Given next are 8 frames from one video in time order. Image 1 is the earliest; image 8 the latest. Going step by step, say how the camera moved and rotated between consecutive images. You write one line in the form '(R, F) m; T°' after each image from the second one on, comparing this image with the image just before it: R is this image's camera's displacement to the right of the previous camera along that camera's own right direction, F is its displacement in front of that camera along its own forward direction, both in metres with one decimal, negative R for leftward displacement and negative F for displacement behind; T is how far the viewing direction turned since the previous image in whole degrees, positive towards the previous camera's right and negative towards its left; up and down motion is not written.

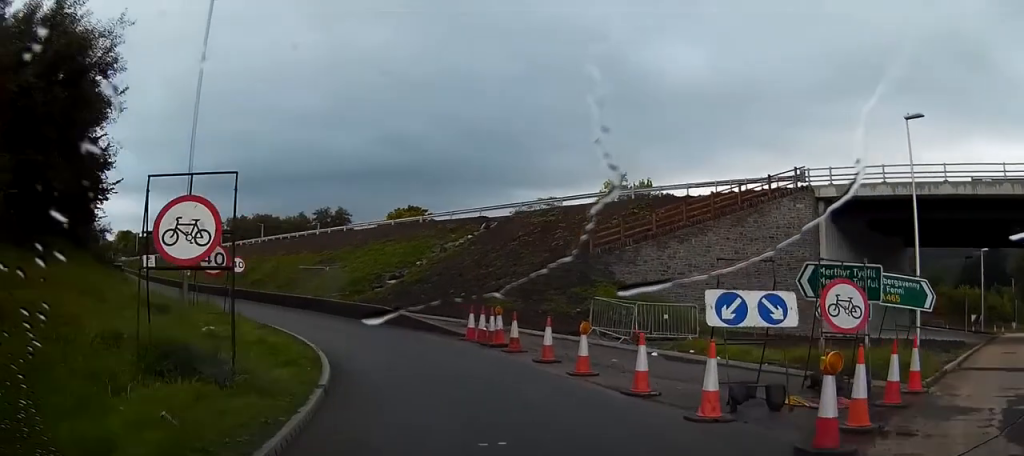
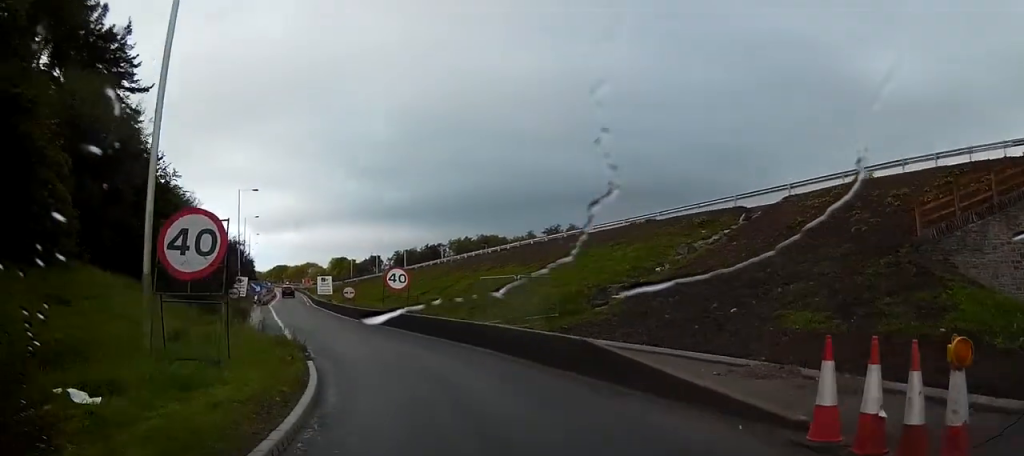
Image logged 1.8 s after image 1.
(-2.1, +15.1) m; -19°
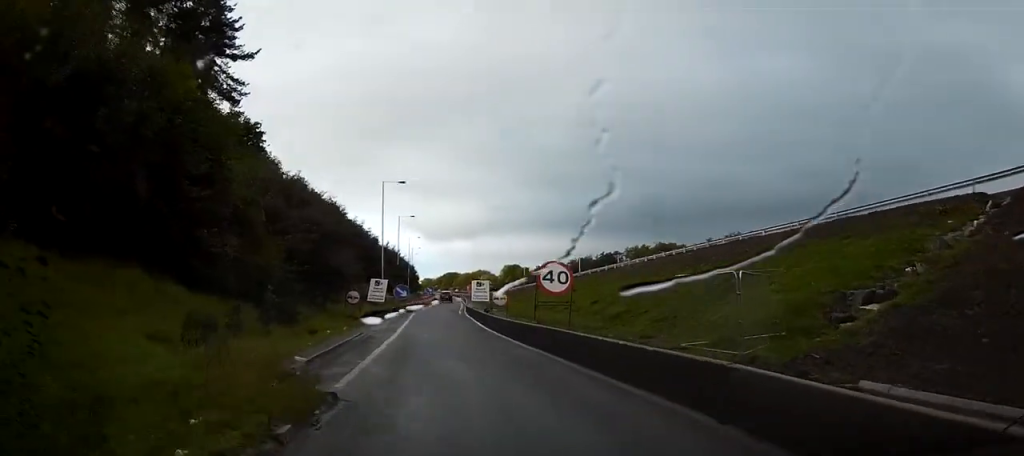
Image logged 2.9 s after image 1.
(-1.2, +10.5) m; -10°
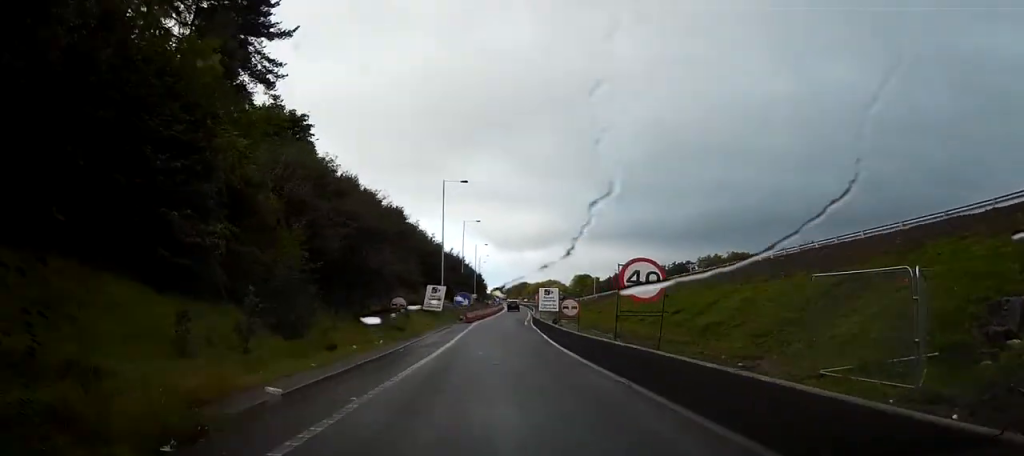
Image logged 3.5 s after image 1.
(-0.1, +5.8) m; -3°
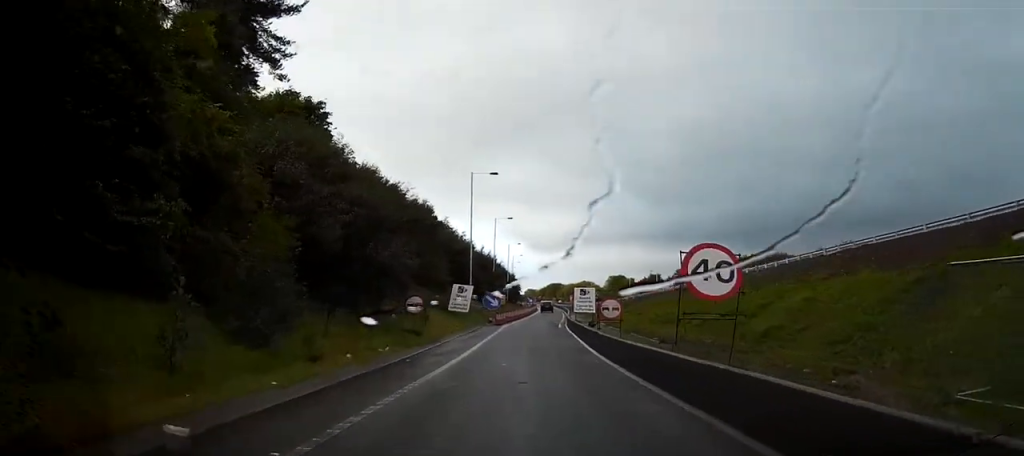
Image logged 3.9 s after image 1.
(-0.2, +4.5) m; -2°
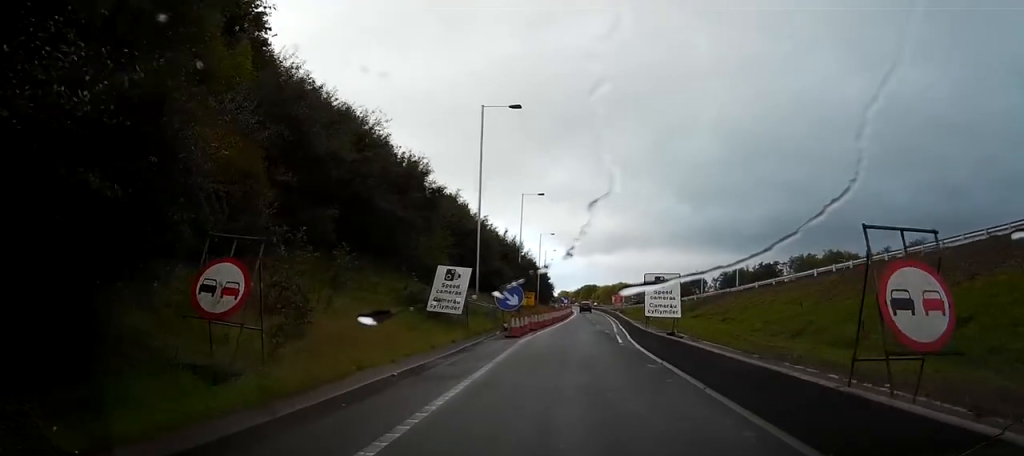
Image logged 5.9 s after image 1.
(-1.9, +22.1) m; -7°
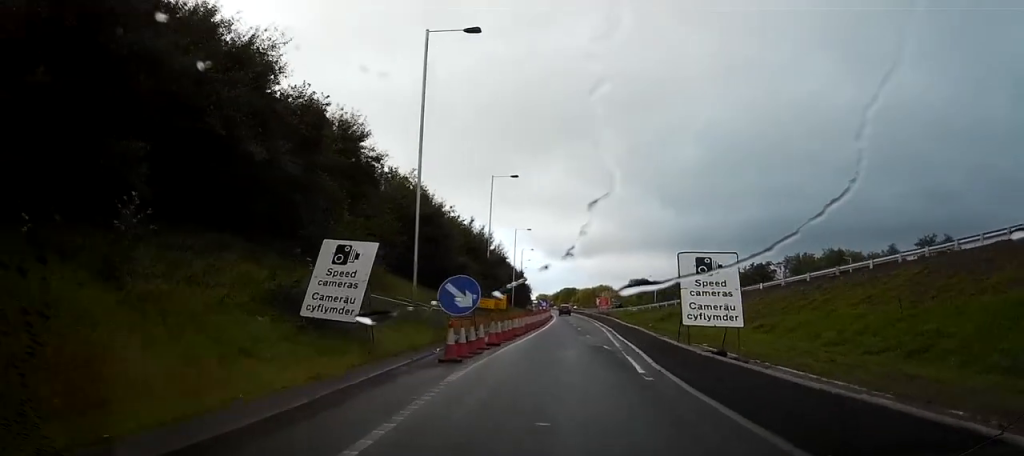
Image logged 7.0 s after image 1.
(-0.1, +13.3) m; 0°
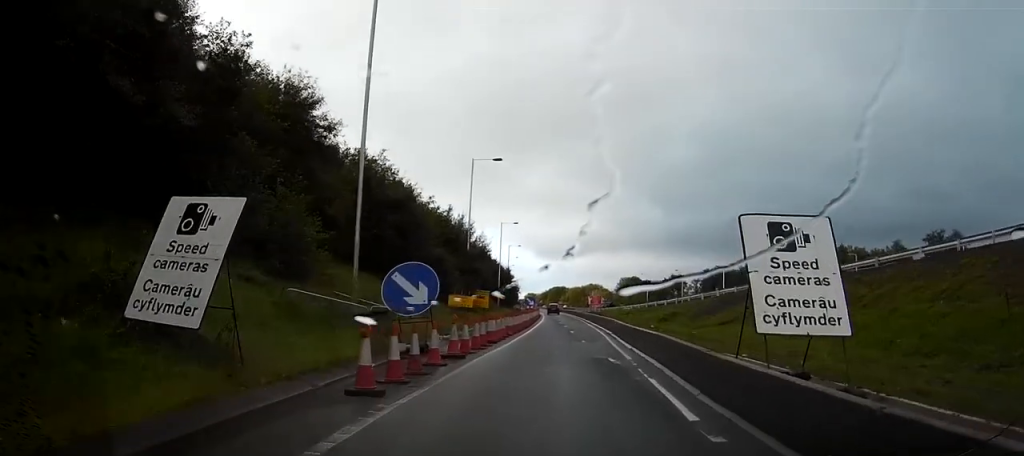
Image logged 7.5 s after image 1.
(0.0, +7.2) m; 0°
